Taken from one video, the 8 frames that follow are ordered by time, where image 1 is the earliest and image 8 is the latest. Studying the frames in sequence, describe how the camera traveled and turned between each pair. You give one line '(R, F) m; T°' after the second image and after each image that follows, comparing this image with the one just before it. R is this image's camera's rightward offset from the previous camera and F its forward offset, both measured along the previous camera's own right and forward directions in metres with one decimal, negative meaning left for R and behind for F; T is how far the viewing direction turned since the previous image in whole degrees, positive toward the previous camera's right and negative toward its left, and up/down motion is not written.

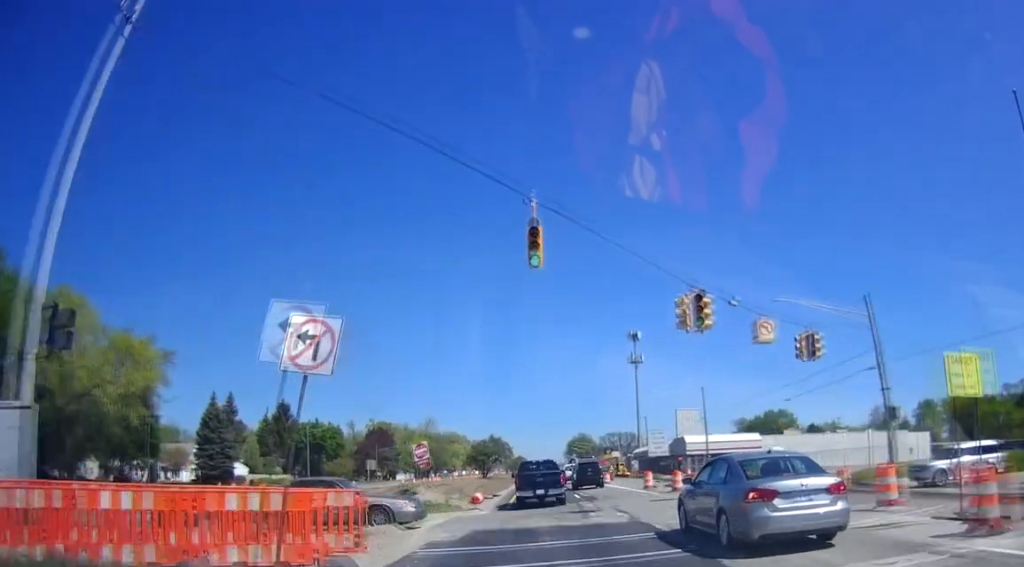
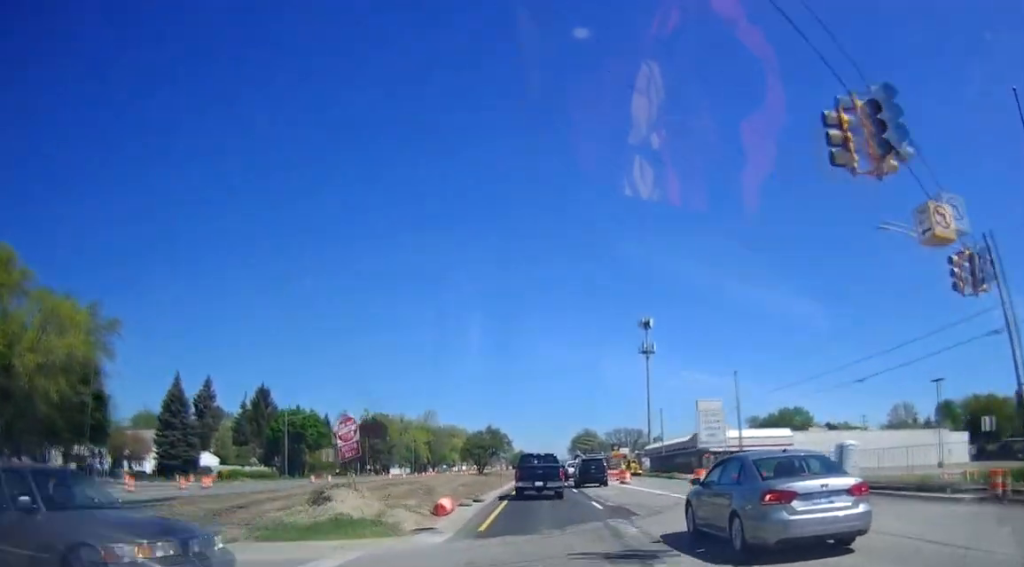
(0.0, +11.7) m; -1°
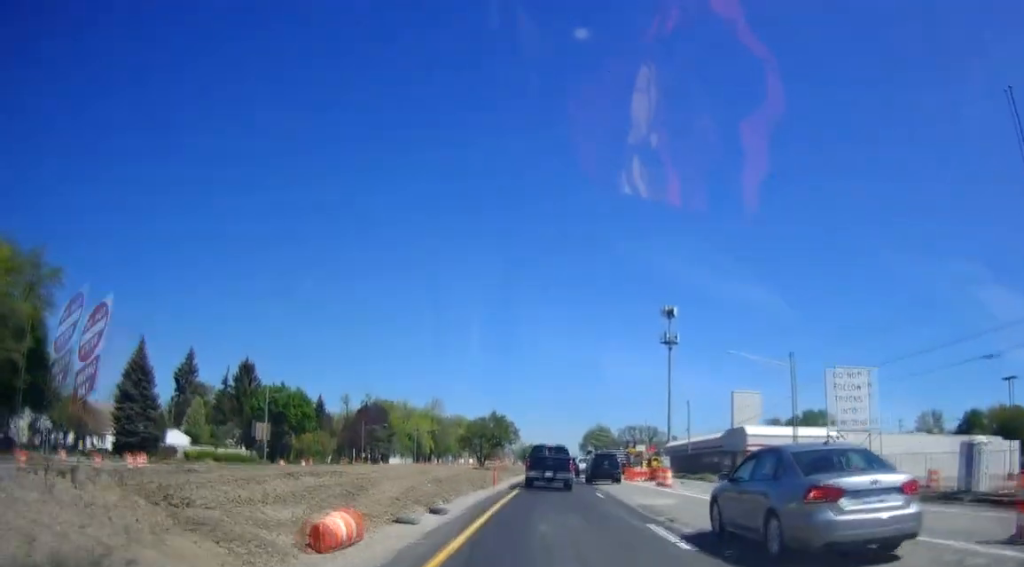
(-0.1, +11.7) m; -1°
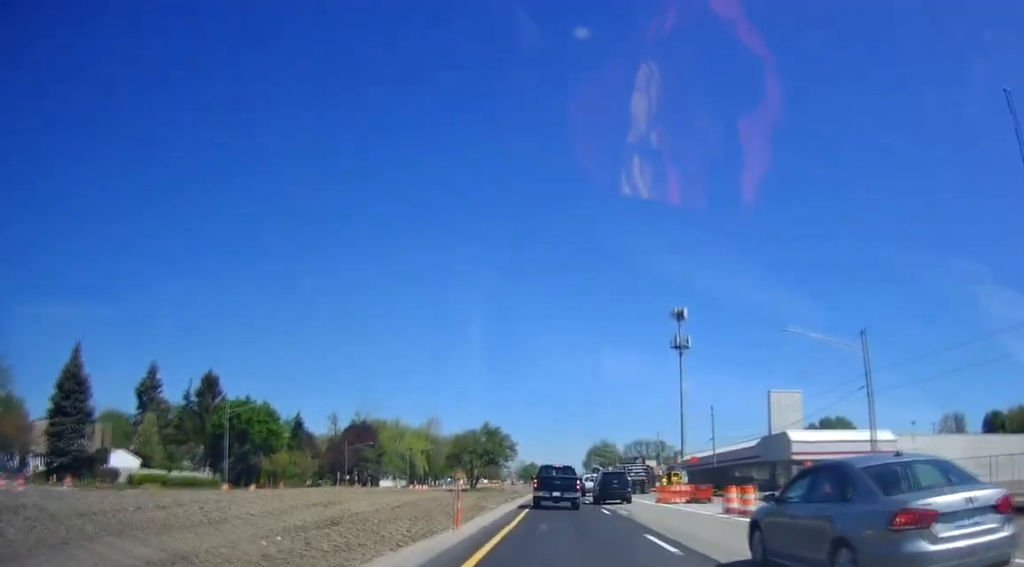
(-0.2, +12.7) m; 0°
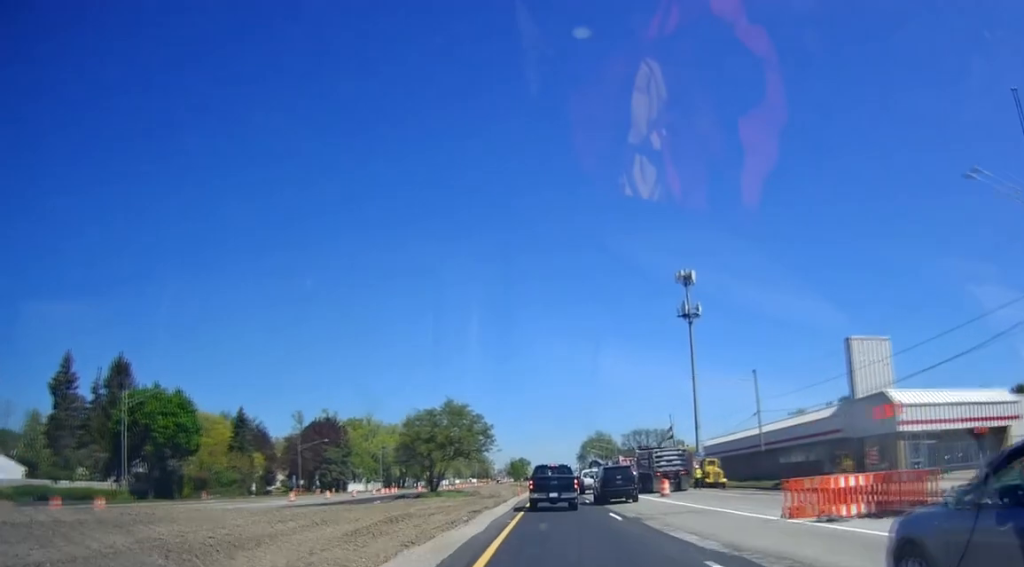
(+0.1, +20.4) m; 0°
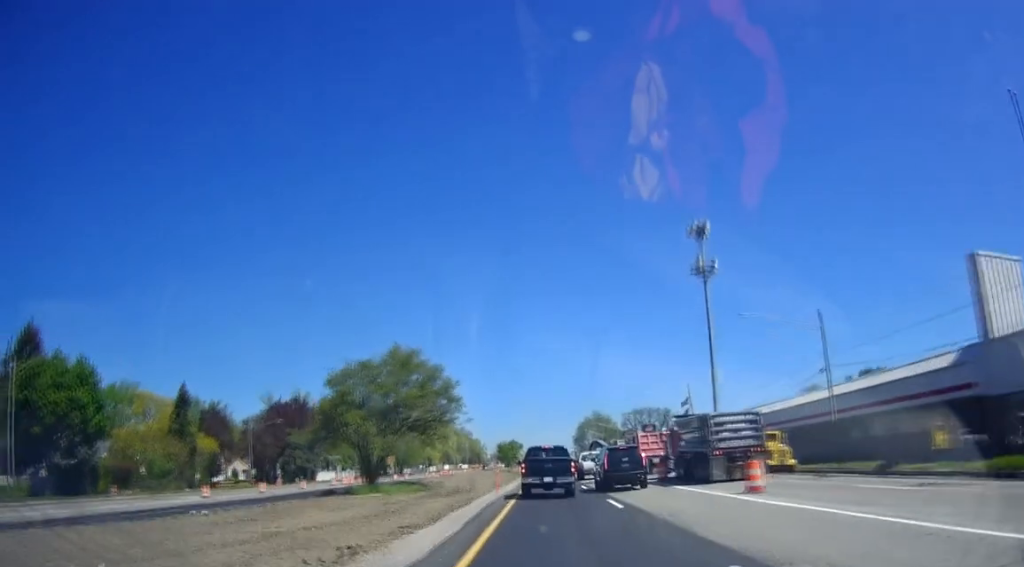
(0.0, +16.5) m; 0°
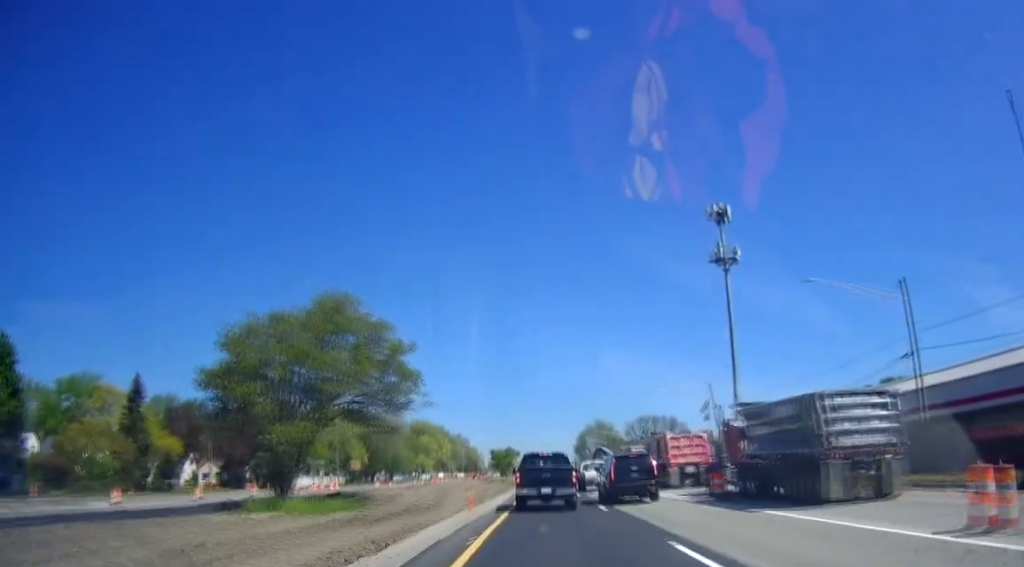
(0.0, +11.4) m; +1°
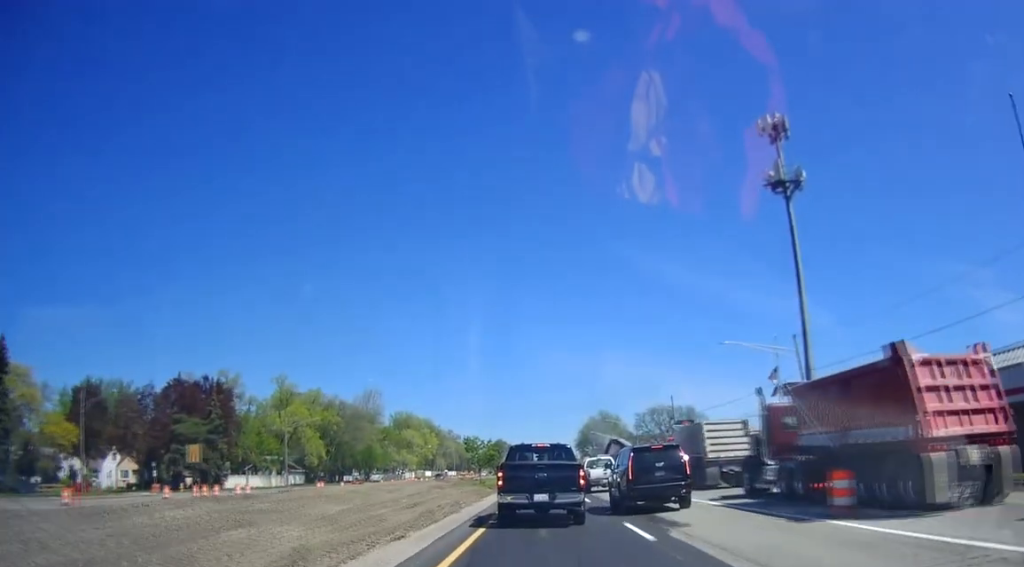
(+0.4, +24.8) m; +1°
